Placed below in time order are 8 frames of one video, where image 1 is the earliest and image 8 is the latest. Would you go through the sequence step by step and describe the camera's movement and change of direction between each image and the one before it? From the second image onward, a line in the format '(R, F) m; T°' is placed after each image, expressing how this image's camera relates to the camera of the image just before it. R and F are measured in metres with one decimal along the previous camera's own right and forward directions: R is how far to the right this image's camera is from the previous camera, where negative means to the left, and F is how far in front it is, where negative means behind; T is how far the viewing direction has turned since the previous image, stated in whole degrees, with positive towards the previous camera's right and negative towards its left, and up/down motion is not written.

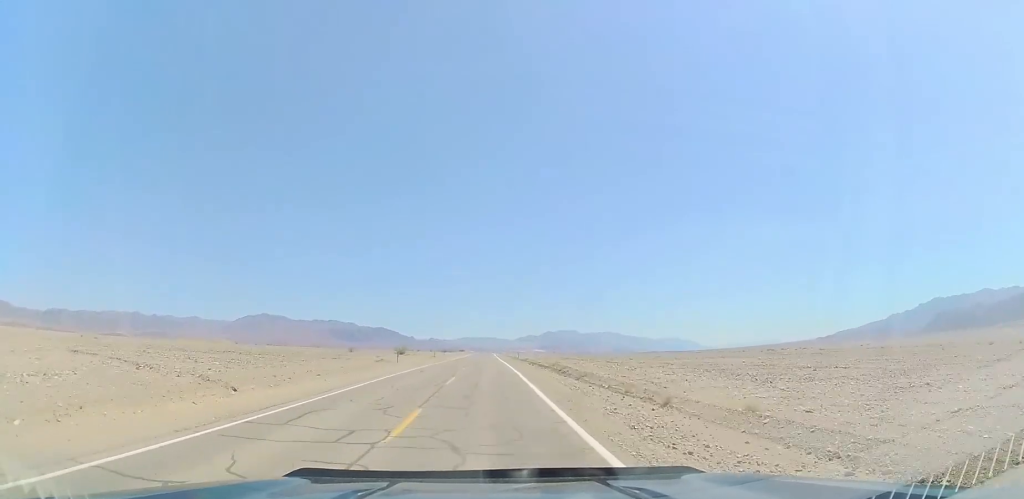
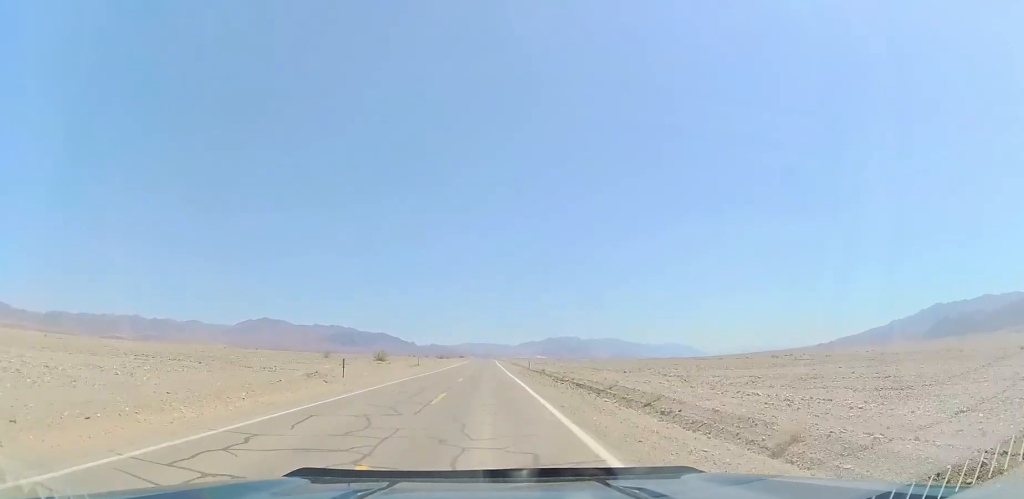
(0.0, +21.0) m; 0°
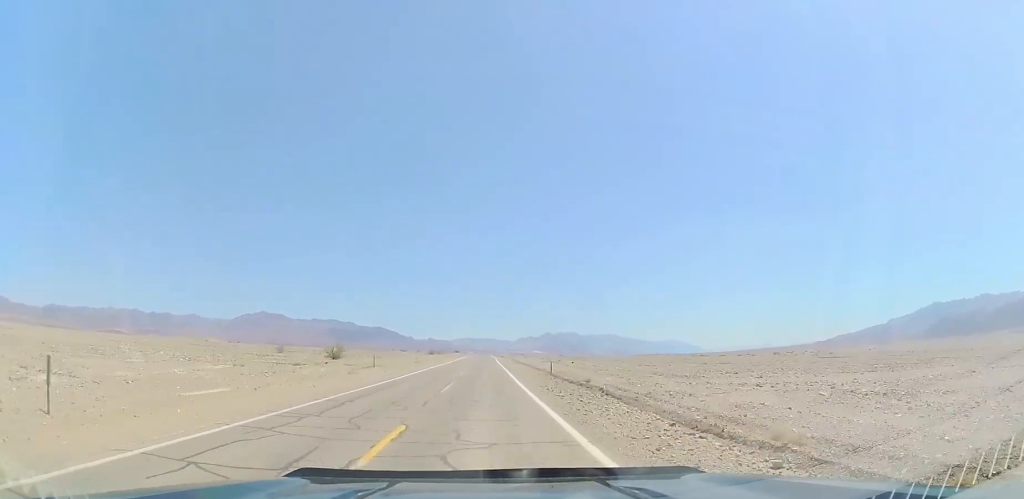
(0.0, +25.0) m; 0°
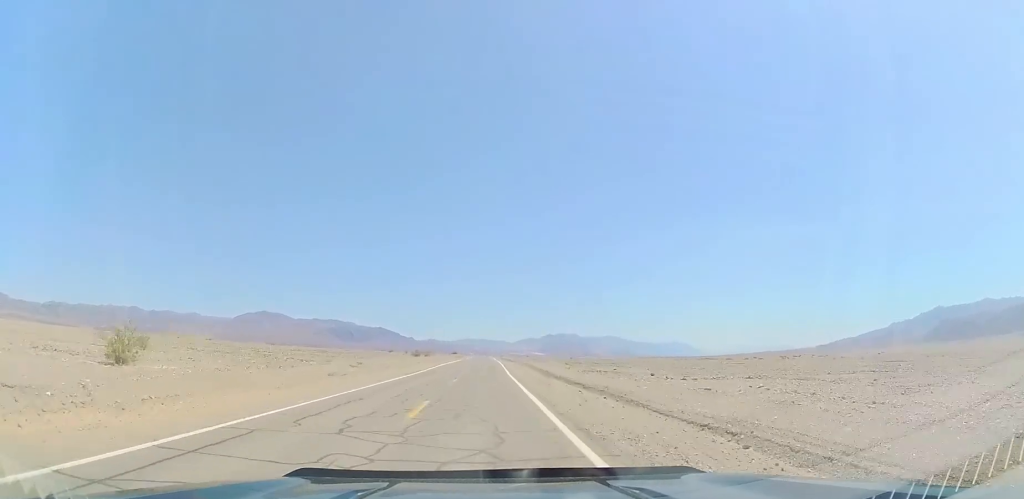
(0.0, +38.8) m; 0°
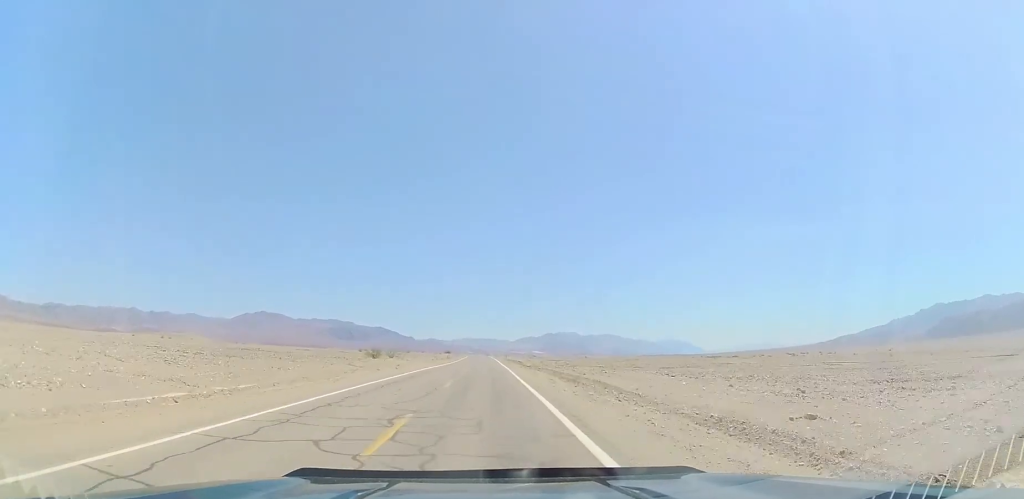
(0.0, +48.7) m; +1°
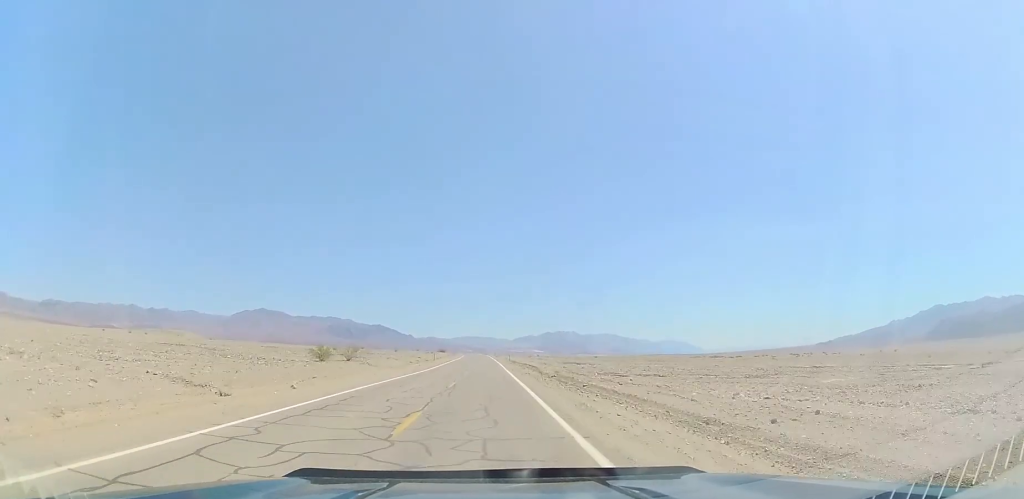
(+0.3, +26.6) m; 0°
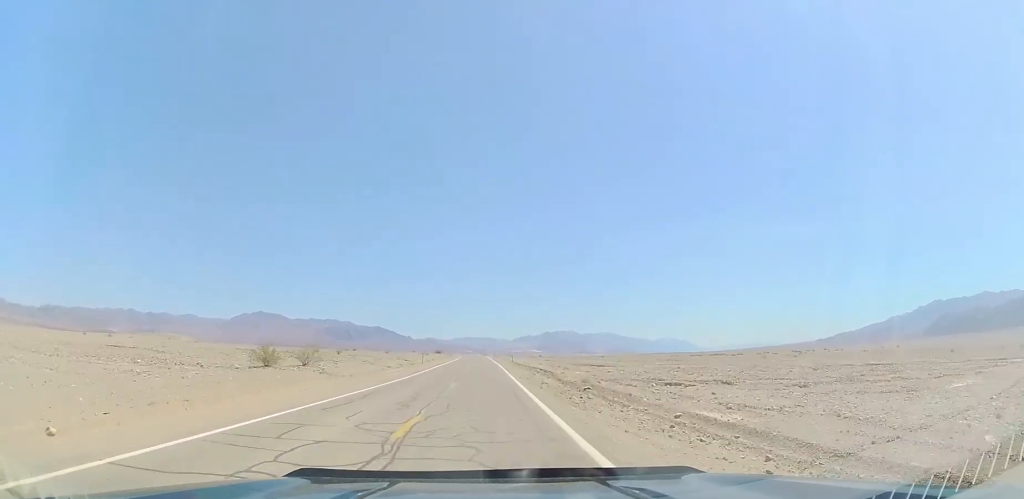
(-0.1, +14.8) m; 0°
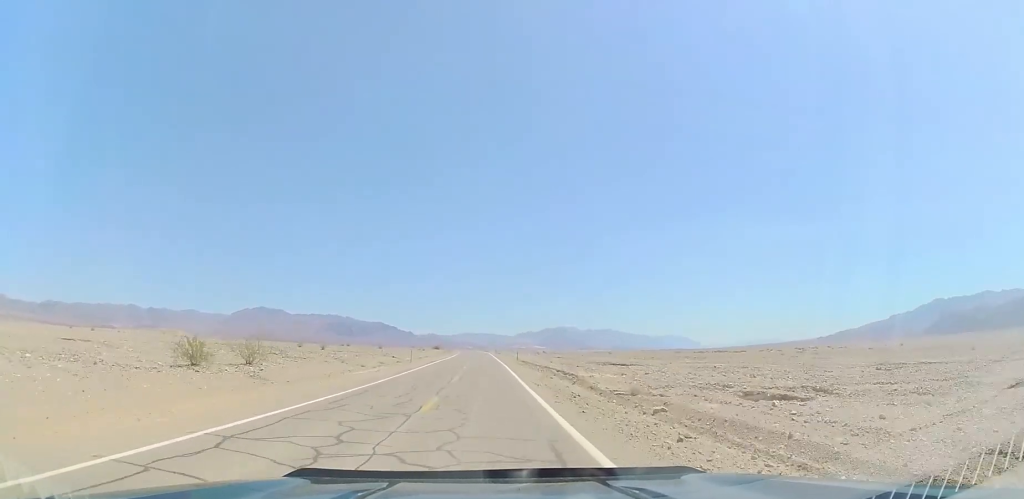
(-0.1, +11.8) m; 0°
